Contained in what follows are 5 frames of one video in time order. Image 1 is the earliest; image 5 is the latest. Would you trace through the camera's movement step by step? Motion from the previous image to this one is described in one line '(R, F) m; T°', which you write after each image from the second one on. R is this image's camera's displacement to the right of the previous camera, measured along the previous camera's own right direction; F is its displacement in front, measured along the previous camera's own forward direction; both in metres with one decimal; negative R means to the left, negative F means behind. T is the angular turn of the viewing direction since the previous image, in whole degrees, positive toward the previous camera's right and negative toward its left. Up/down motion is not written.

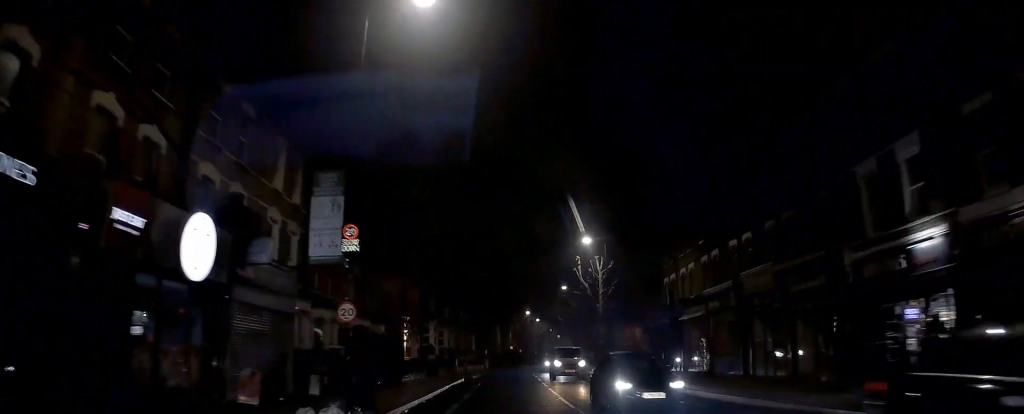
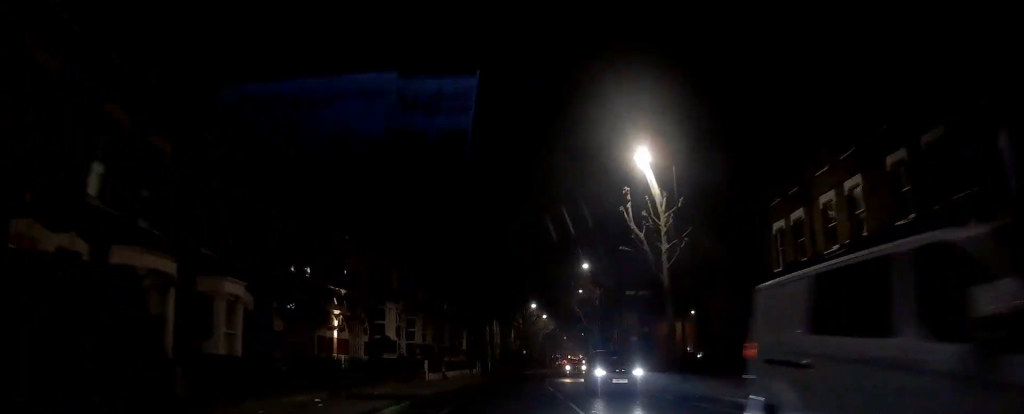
(-0.1, +21.7) m; 0°
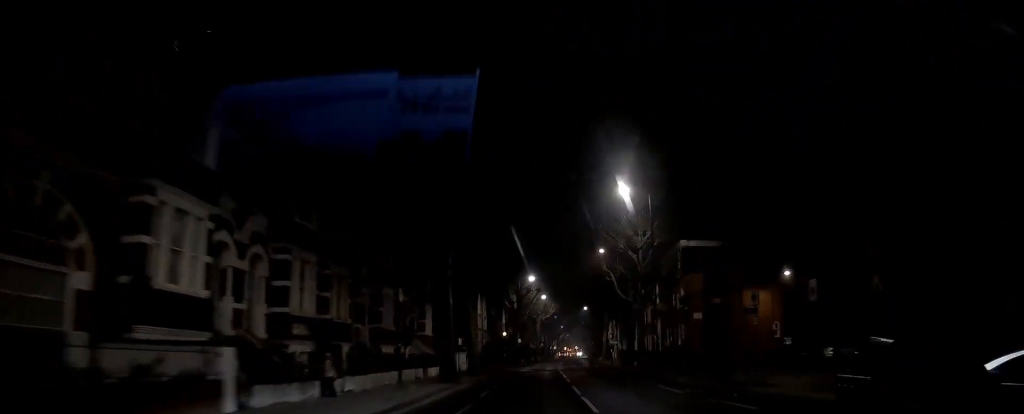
(+0.4, +27.5) m; +1°
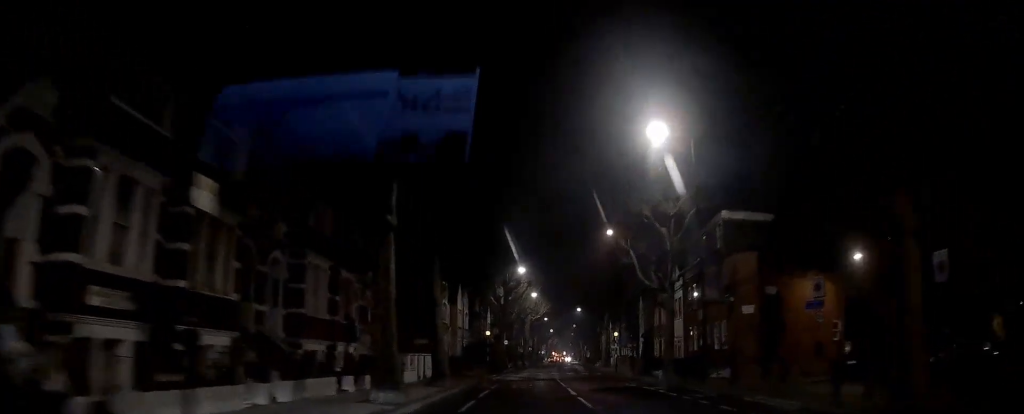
(0.0, +10.2) m; +1°
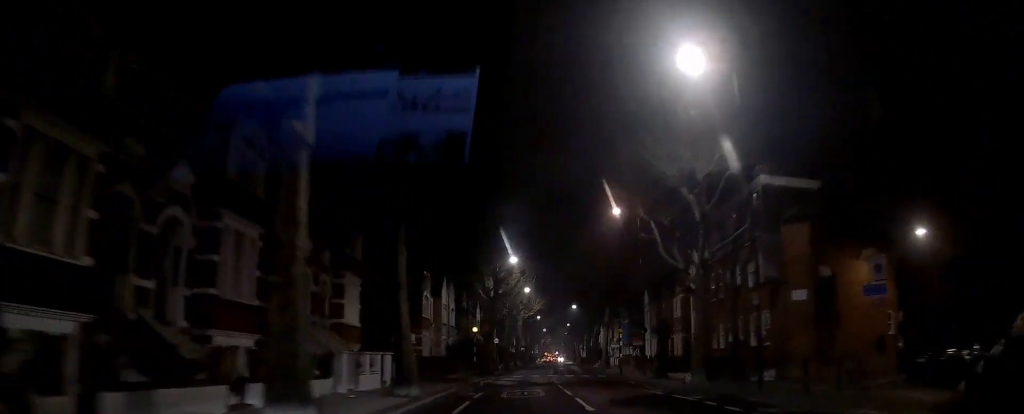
(0.0, +5.8) m; 0°
